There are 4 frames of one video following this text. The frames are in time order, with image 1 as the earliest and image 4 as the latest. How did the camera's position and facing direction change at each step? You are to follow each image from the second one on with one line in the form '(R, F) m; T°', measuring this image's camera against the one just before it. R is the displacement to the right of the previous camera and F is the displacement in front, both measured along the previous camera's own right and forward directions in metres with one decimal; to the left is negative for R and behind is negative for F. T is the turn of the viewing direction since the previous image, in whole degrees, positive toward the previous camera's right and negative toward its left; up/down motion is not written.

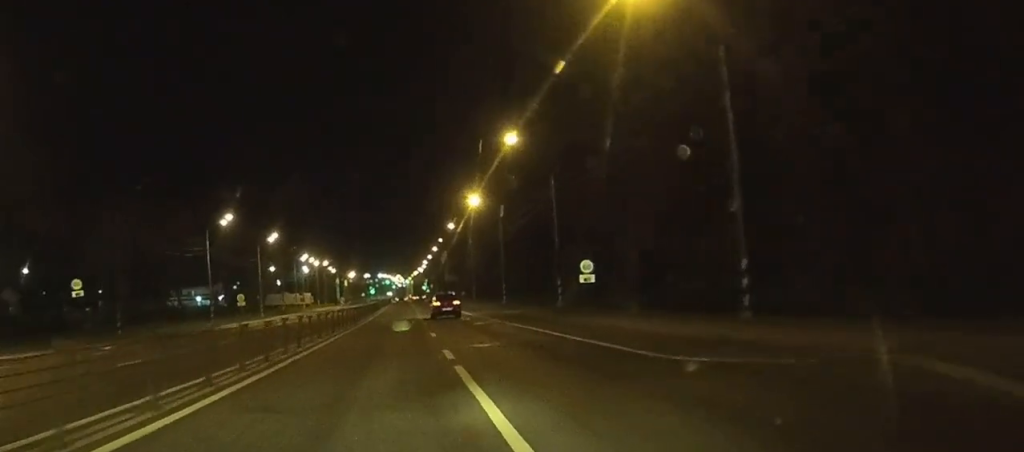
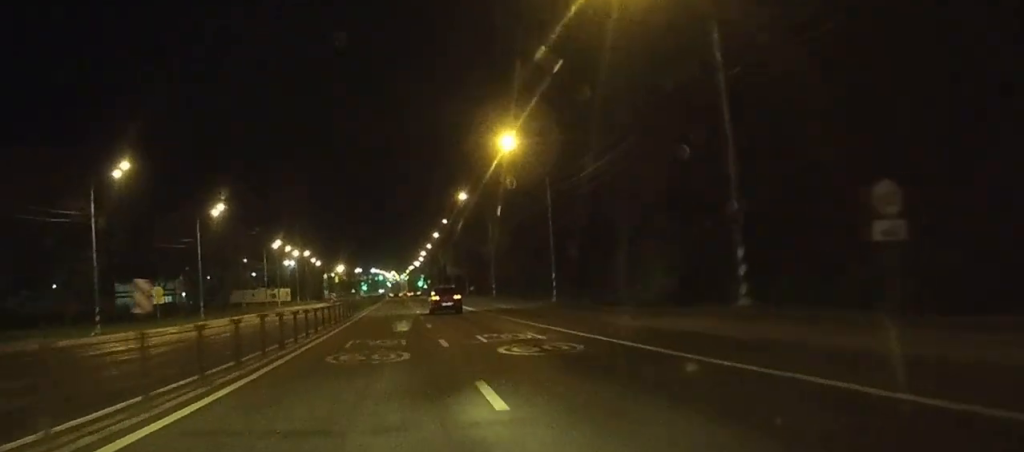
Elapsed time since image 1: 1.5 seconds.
(+0.2, +33.2) m; 0°
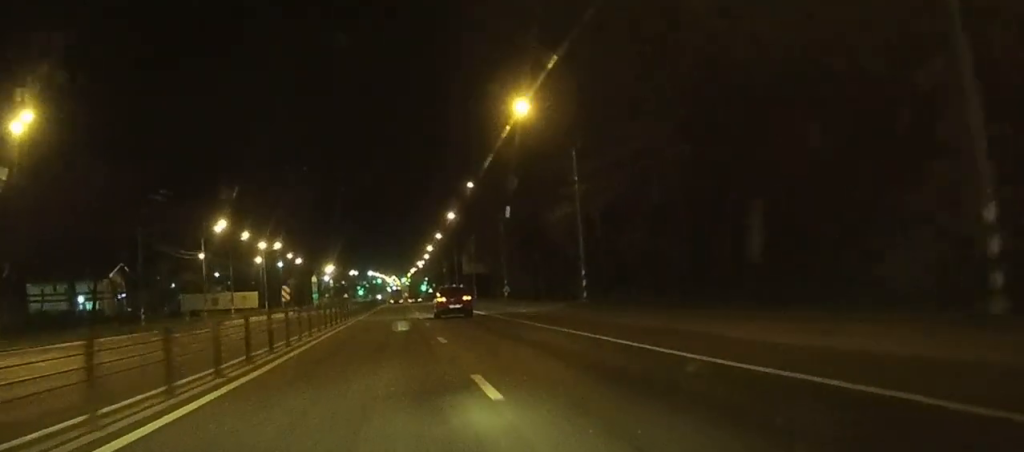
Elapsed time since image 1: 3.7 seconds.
(-0.1, +46.9) m; 0°
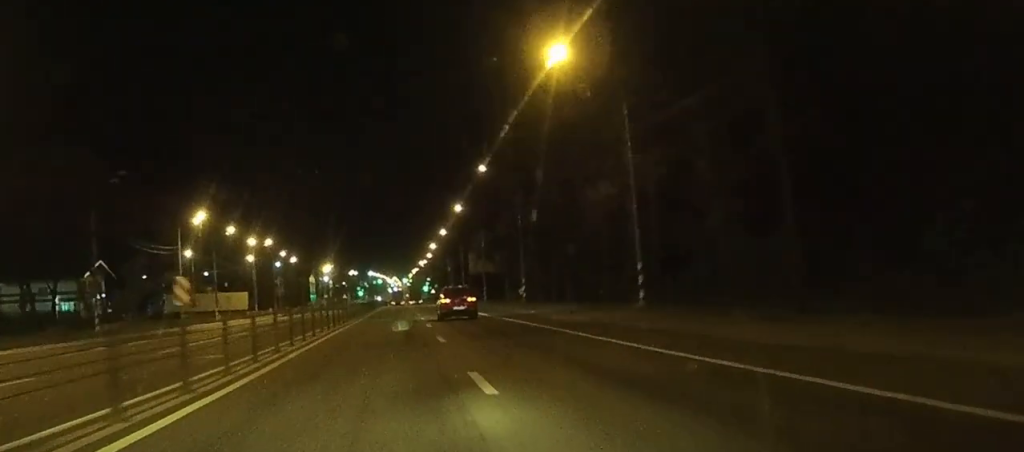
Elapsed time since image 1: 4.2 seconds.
(0.0, +11.5) m; 0°
